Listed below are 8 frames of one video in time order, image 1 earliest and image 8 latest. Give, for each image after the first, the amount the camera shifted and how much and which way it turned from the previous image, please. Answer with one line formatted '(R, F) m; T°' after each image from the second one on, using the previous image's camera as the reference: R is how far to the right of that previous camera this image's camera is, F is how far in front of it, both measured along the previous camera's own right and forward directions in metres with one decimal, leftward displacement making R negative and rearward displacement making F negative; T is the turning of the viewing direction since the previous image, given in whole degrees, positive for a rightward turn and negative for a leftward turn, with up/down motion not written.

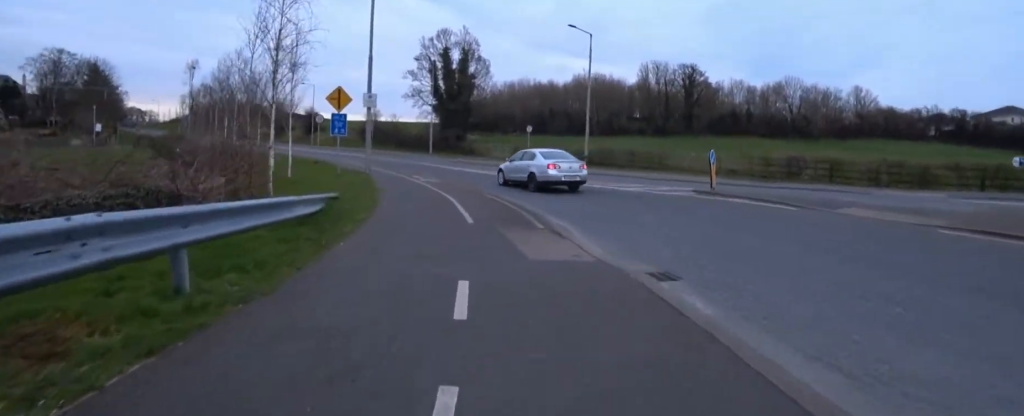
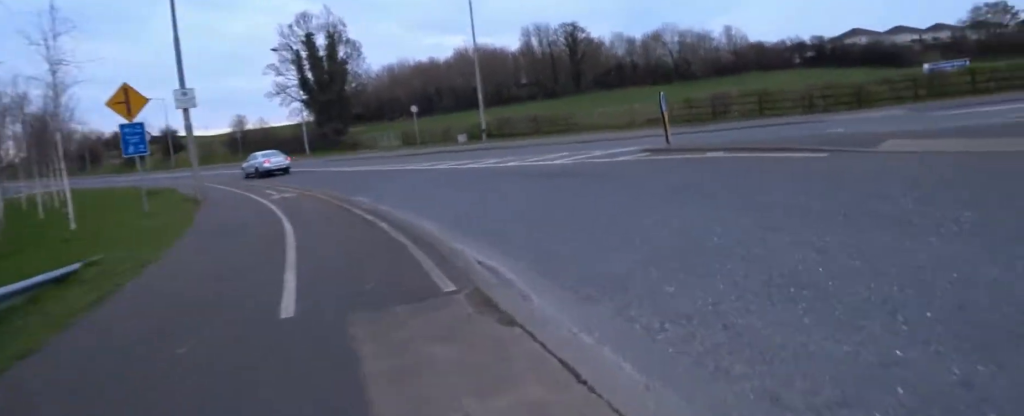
(-0.9, +5.1) m; +8°
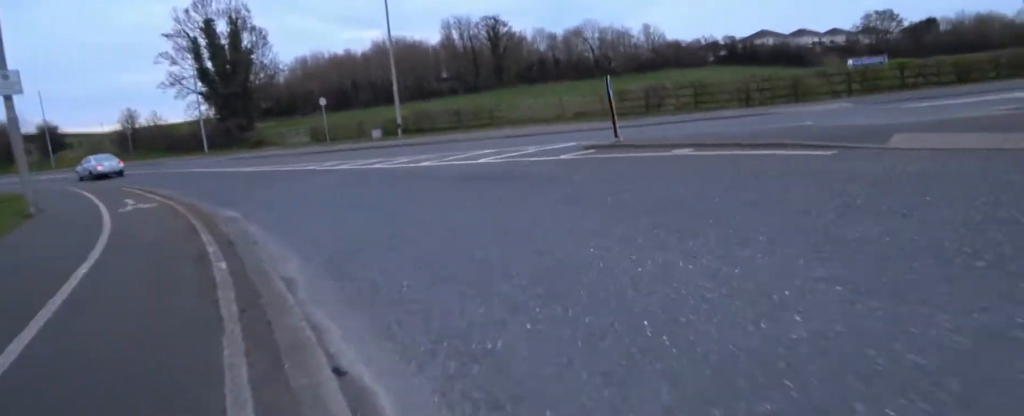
(+0.5, +2.2) m; +23°
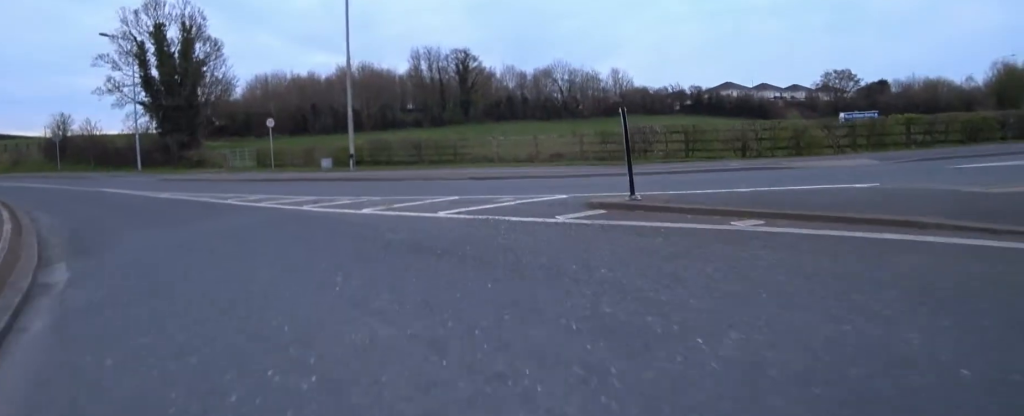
(+0.7, +2.5) m; +22°
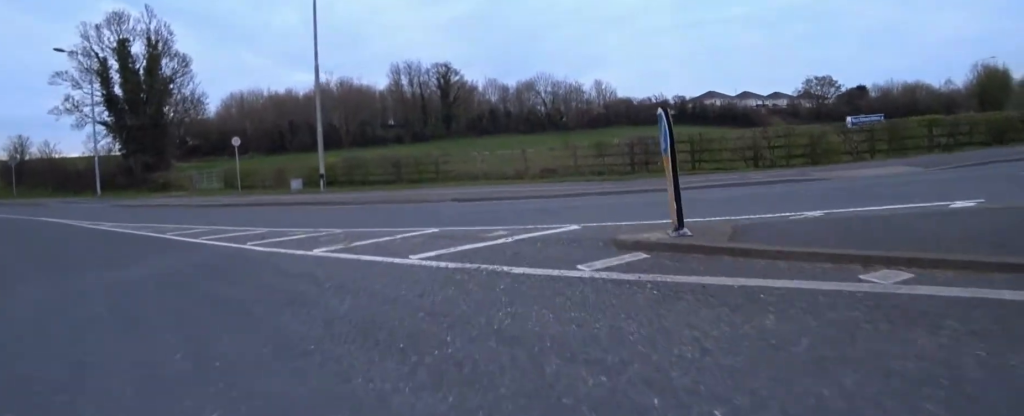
(+0.3, +1.9) m; +13°
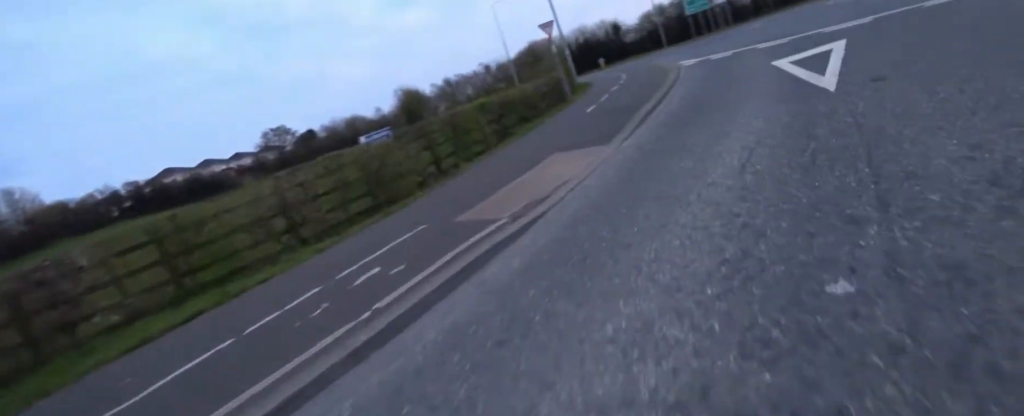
(+2.4, +8.7) m; +34°
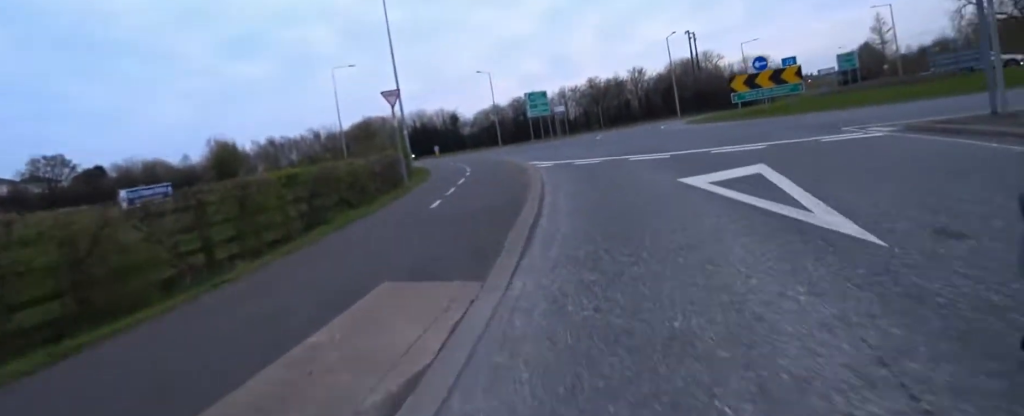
(+0.7, +3.3) m; 0°
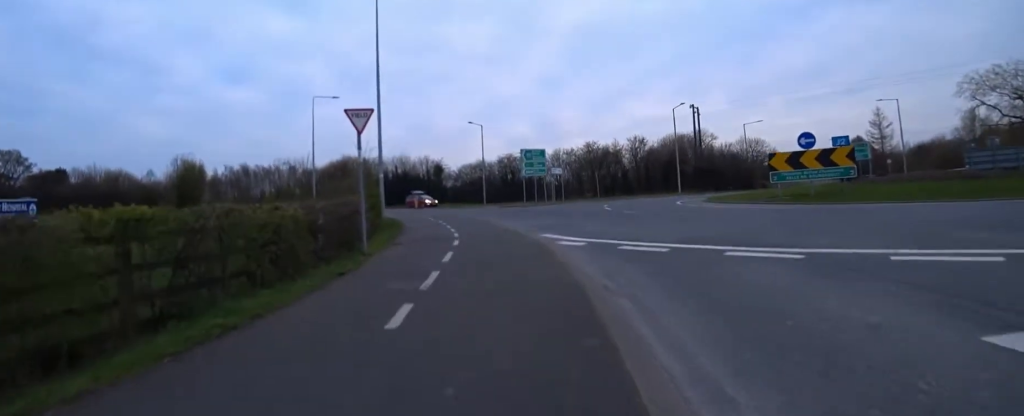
(-0.5, +4.6) m; 0°
